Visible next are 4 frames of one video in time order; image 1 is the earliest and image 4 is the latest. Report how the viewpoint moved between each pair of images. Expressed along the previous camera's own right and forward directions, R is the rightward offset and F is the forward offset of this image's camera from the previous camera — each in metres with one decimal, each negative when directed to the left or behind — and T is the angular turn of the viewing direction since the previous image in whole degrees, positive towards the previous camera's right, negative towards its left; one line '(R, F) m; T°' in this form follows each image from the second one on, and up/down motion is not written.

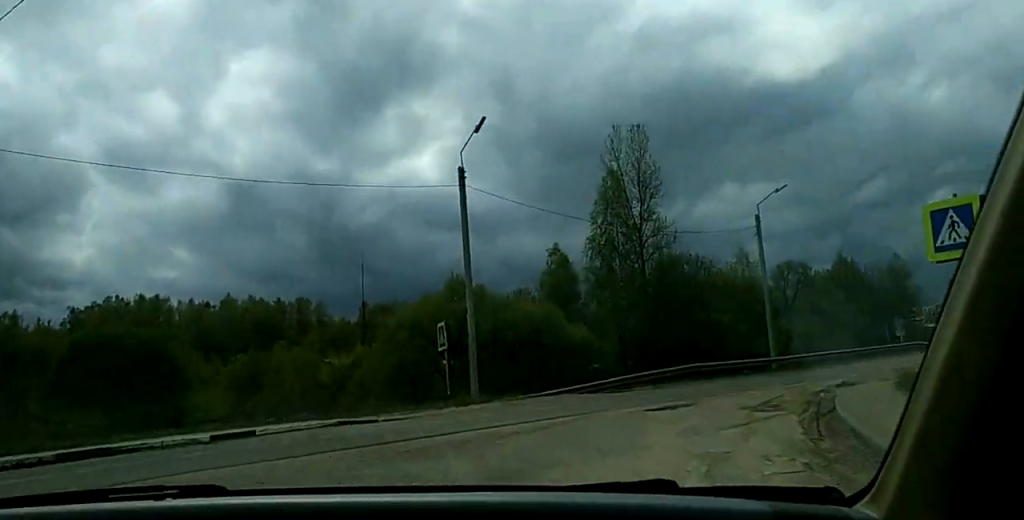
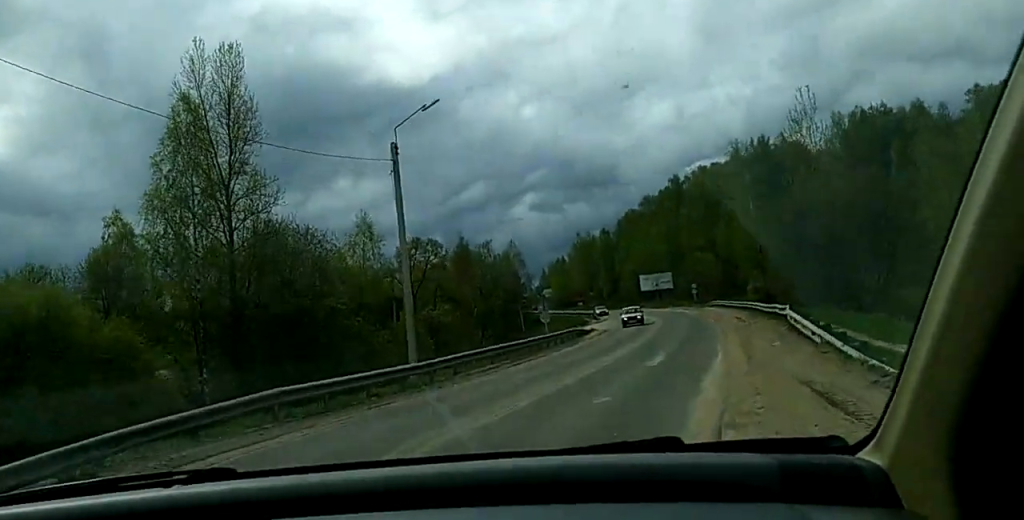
(+4.8, +16.8) m; +29°
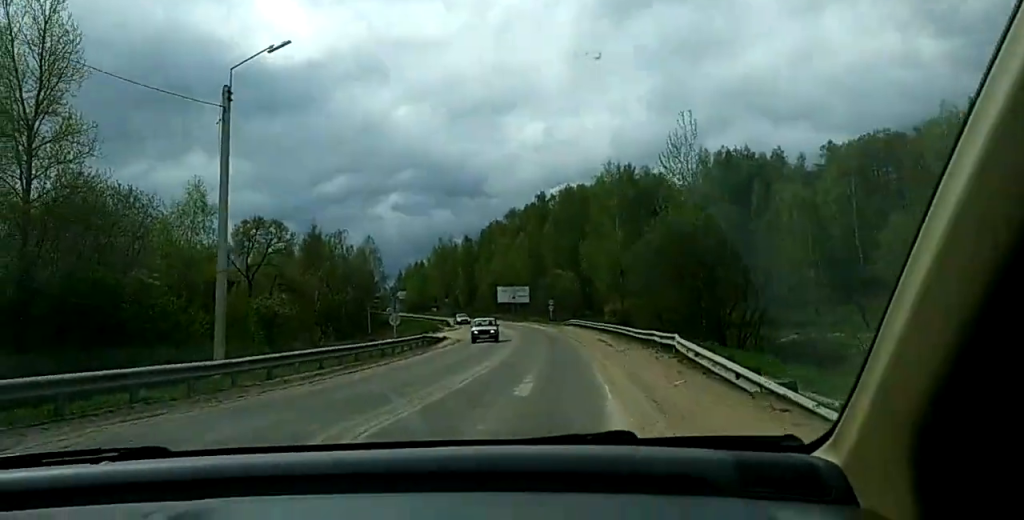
(+0.3, +4.6) m; +5°
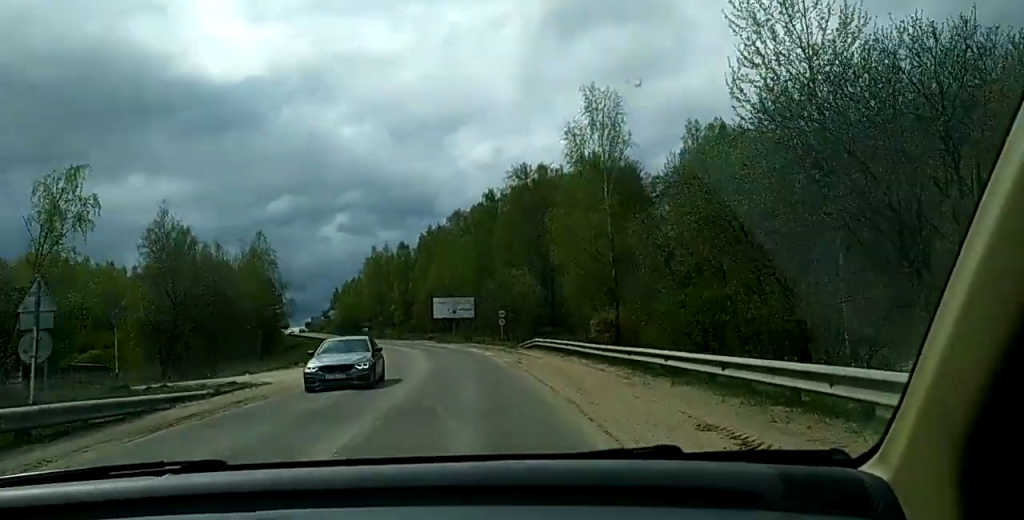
(+5.6, +33.3) m; +12°
